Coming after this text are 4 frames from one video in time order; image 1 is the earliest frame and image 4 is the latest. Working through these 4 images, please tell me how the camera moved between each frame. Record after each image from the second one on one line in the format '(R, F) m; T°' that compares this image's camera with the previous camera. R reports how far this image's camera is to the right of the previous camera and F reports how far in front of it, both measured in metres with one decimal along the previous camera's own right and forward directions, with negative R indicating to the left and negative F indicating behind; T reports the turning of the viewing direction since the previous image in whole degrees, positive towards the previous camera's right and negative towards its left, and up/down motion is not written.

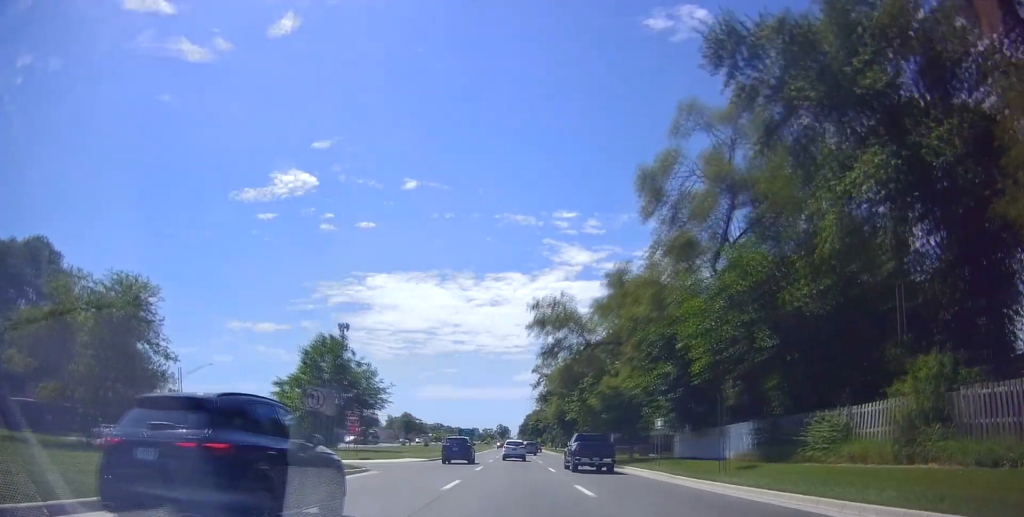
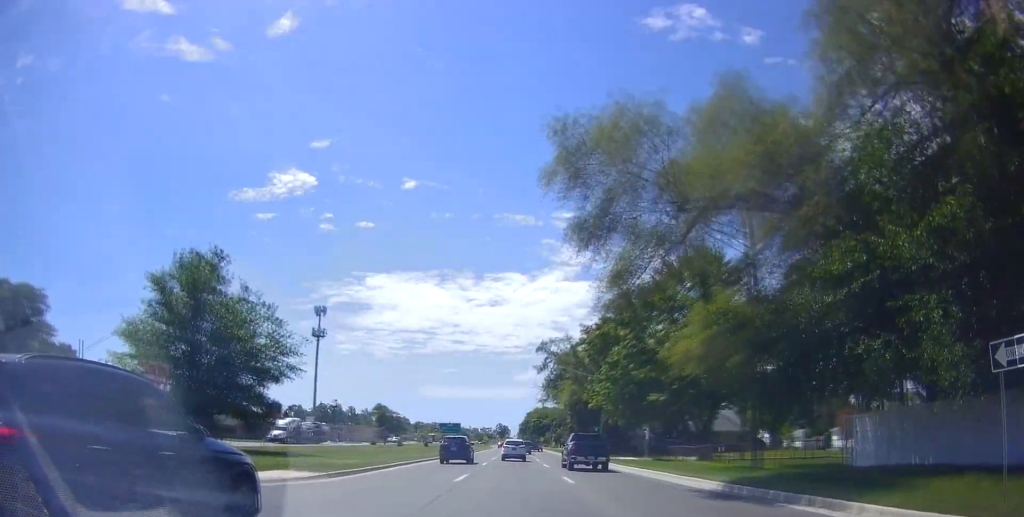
(-0.4, +25.0) m; 0°
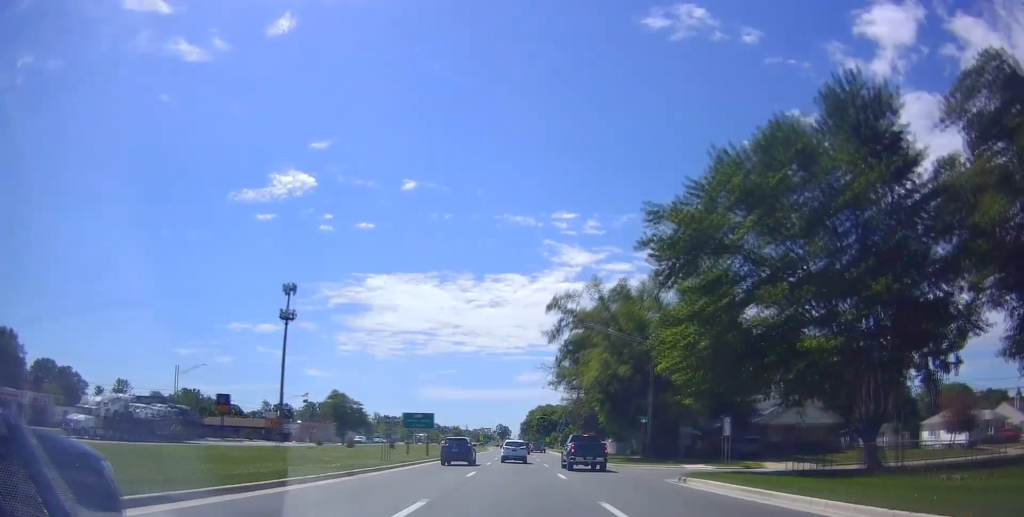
(+0.1, +26.3) m; -1°
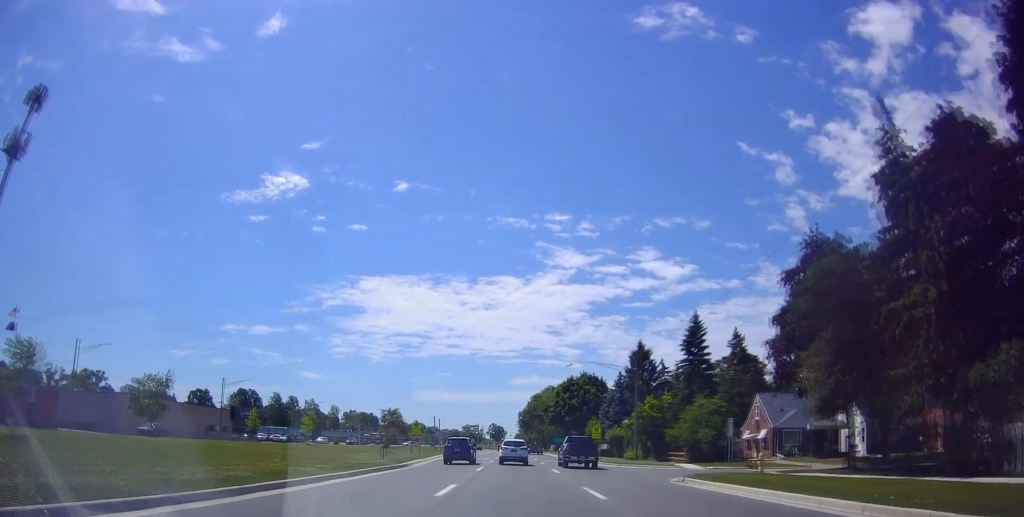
(+2.4, +101.1) m; 0°
